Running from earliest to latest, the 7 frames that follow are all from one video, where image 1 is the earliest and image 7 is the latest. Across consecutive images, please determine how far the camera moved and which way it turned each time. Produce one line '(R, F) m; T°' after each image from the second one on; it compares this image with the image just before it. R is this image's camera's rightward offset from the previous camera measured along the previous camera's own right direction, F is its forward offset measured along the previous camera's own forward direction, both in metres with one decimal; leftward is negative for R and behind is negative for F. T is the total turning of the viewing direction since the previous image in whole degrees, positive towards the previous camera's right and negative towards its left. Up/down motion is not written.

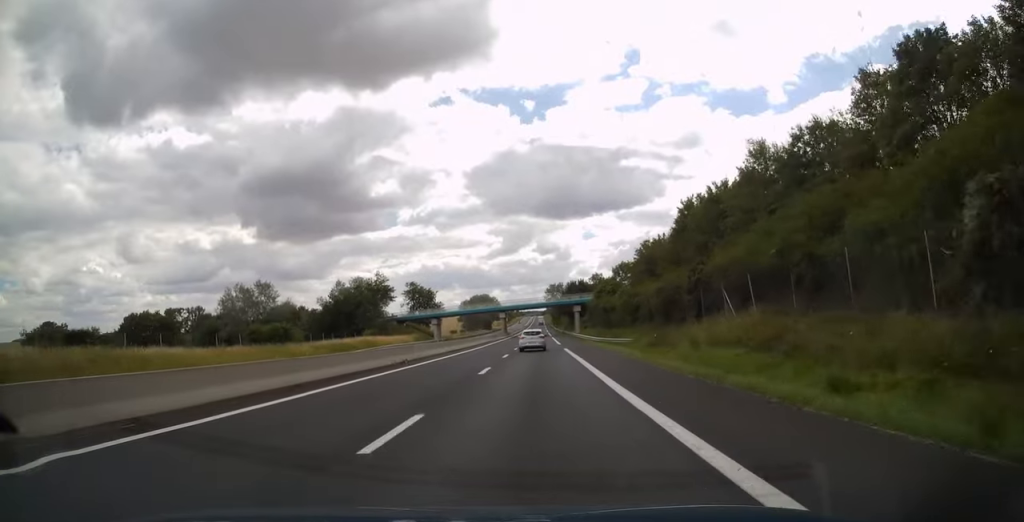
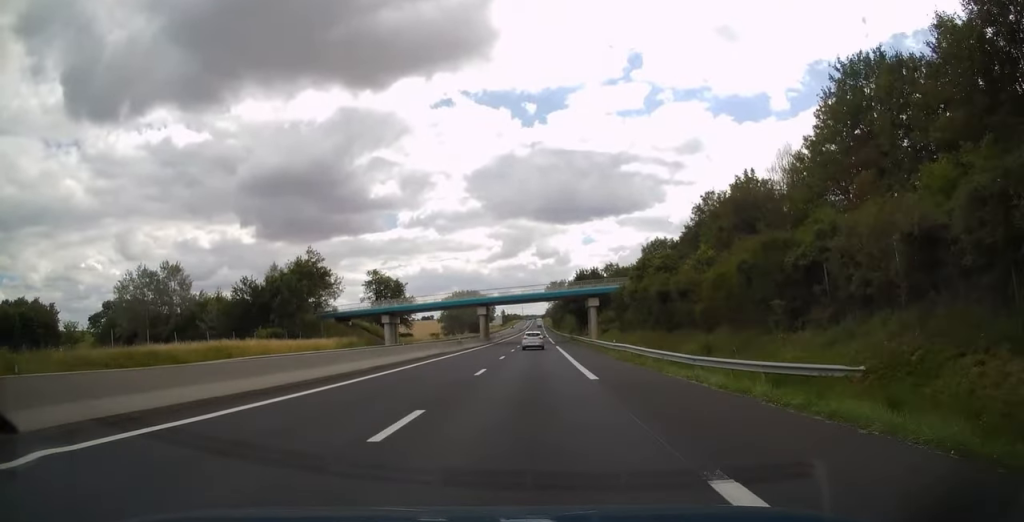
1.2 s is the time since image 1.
(-0.2, +37.3) m; 0°
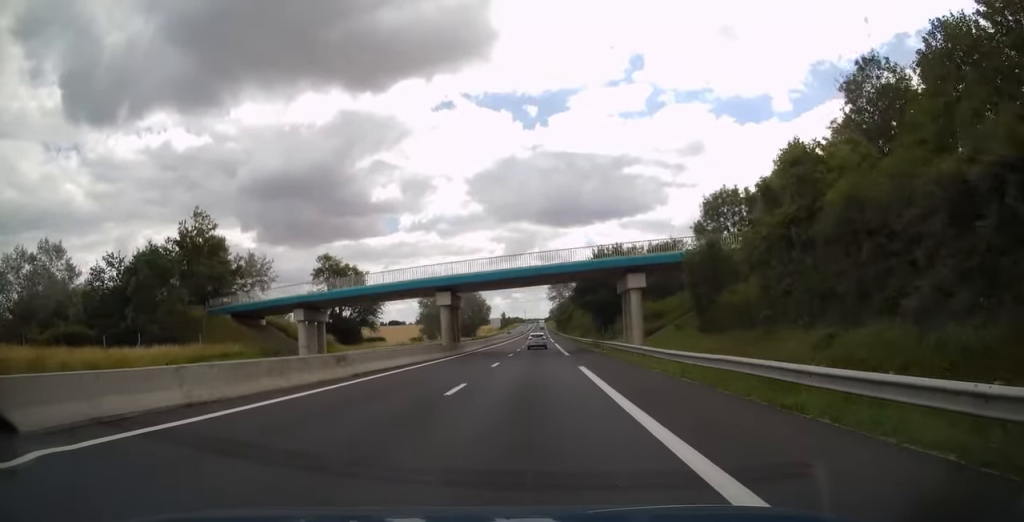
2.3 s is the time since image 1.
(+0.1, +31.7) m; 0°
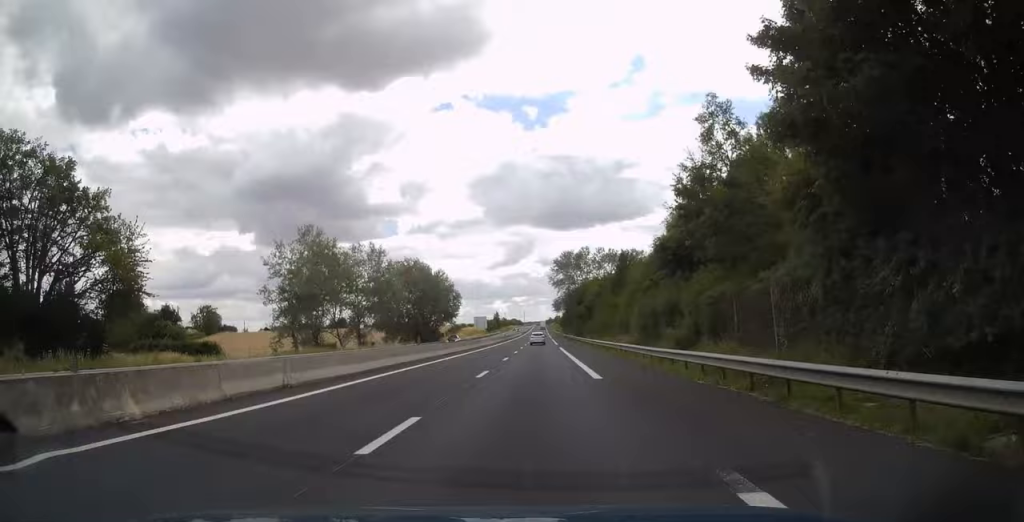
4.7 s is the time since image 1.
(-0.2, +70.0) m; -1°
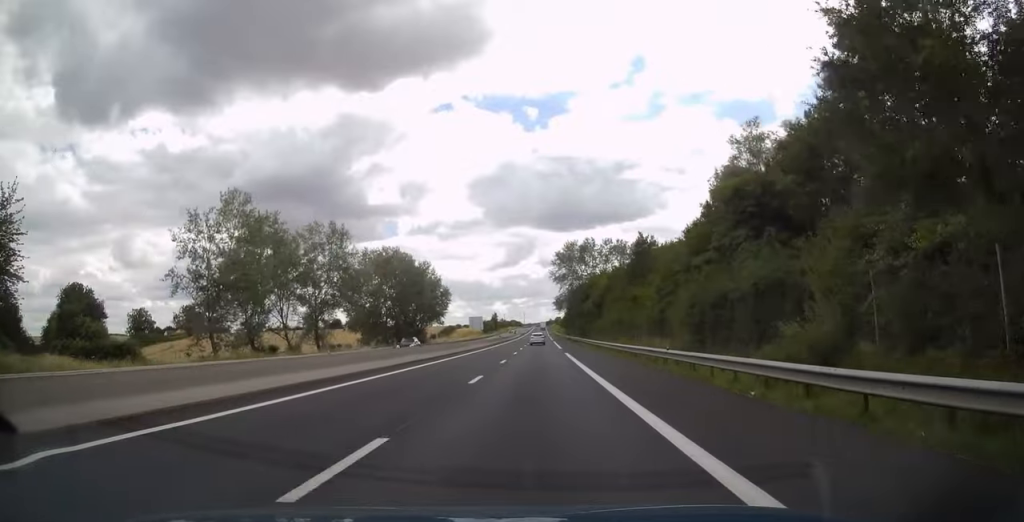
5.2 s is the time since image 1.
(-0.1, +14.8) m; 0°
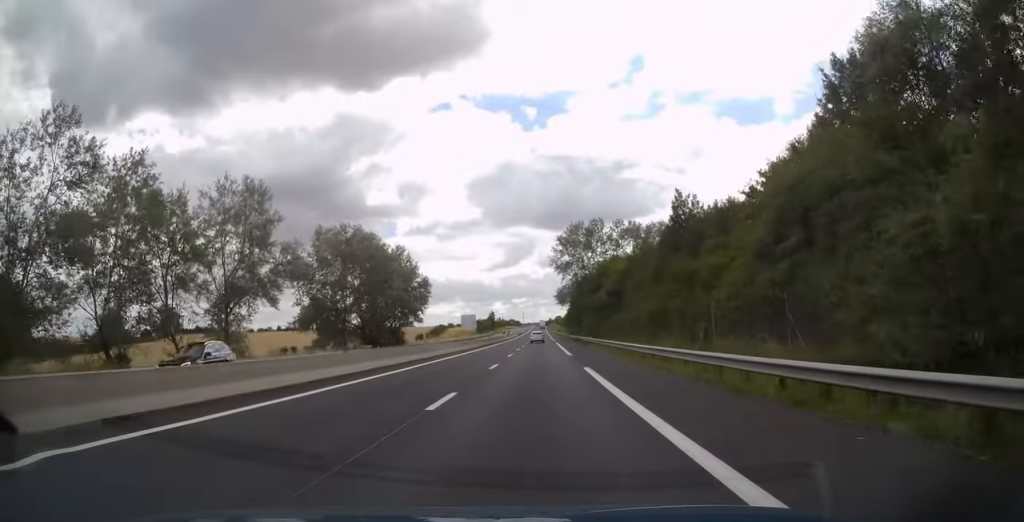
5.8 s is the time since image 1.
(+0.1, +18.6) m; 0°
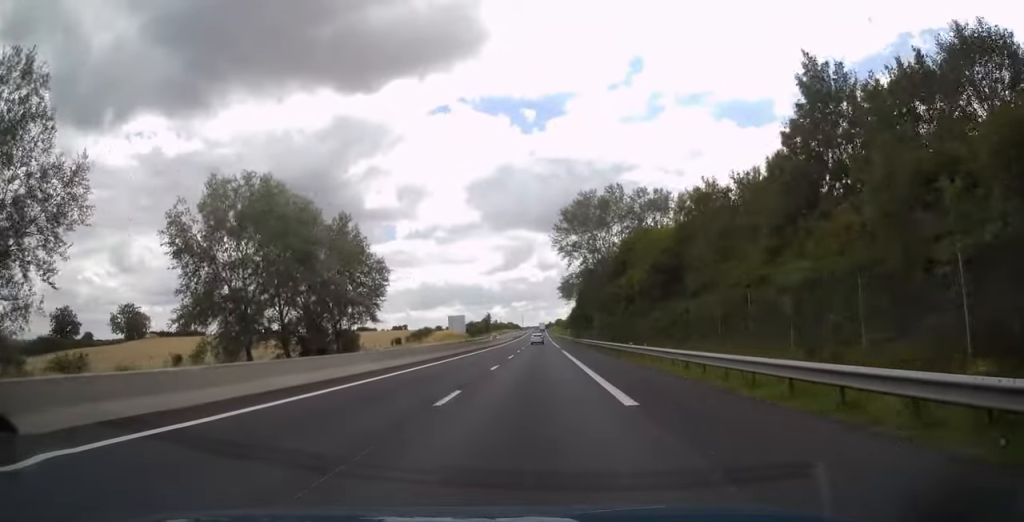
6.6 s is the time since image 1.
(+0.1, +24.5) m; 0°
